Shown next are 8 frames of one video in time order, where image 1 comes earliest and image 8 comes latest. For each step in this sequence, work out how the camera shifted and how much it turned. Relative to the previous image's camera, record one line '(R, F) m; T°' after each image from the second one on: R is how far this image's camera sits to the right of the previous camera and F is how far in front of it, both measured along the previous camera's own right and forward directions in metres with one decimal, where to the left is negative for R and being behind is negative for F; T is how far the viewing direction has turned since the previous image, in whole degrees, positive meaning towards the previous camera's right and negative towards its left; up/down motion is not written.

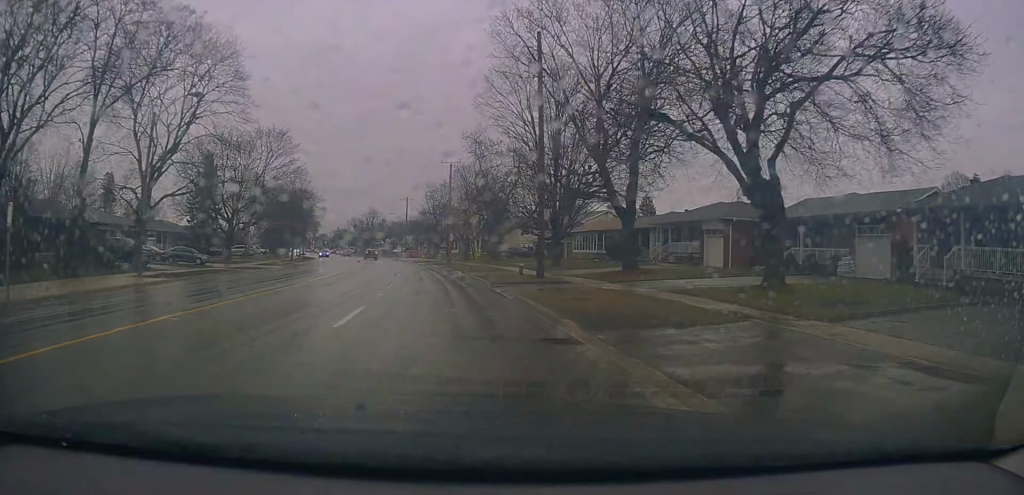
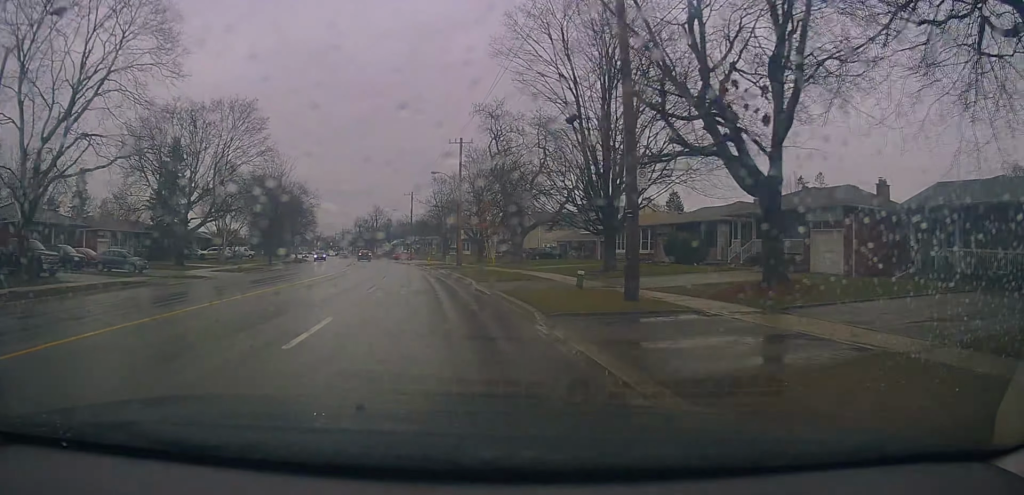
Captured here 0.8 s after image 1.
(-0.1, +12.8) m; -1°
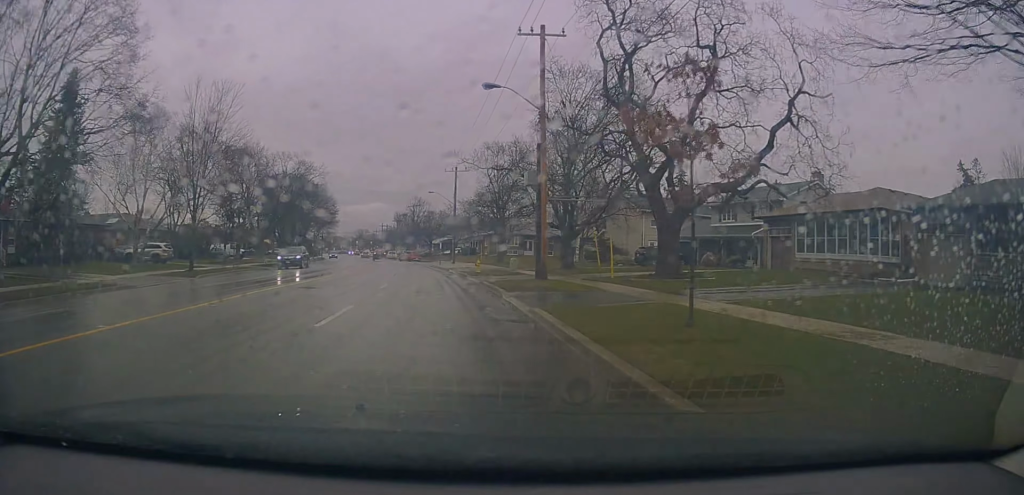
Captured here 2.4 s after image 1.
(-0.4, +25.4) m; -2°
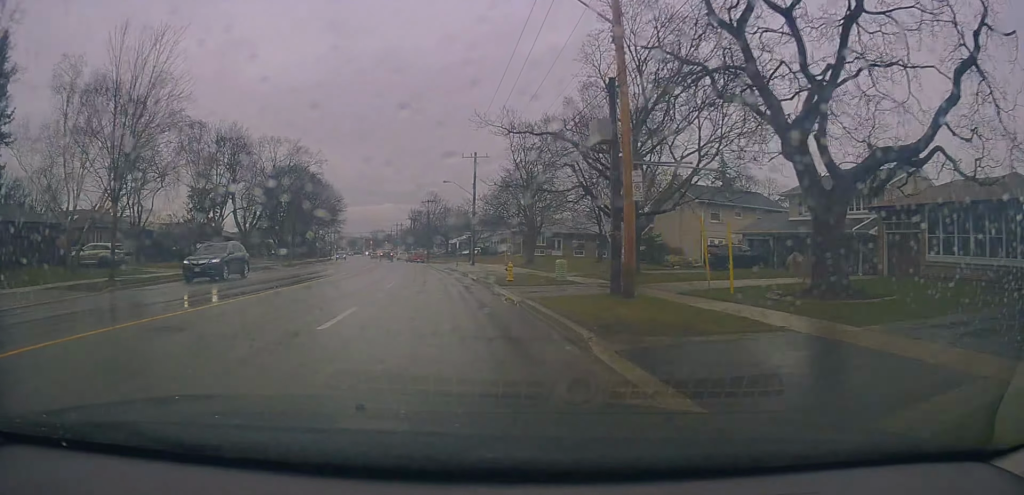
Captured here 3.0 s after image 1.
(-0.1, +8.7) m; -2°
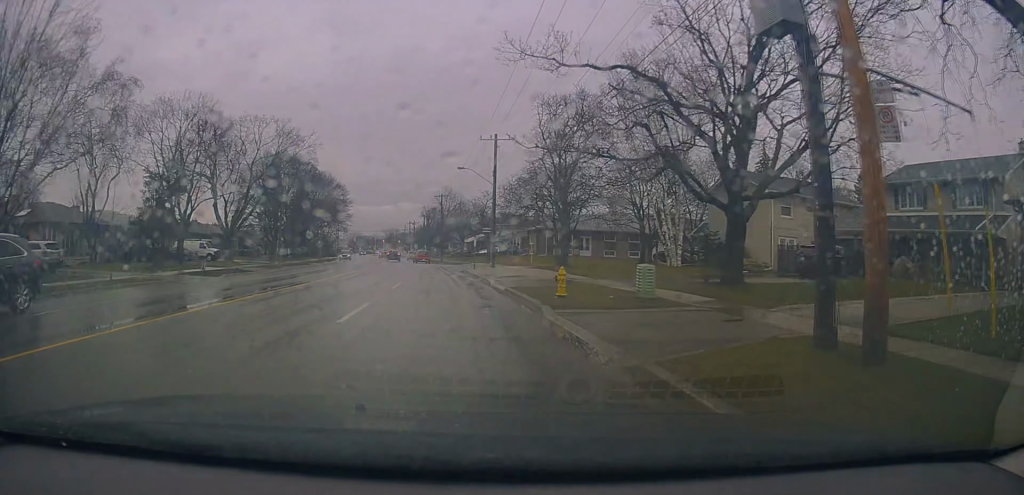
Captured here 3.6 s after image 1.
(+0.1, +8.0) m; -3°
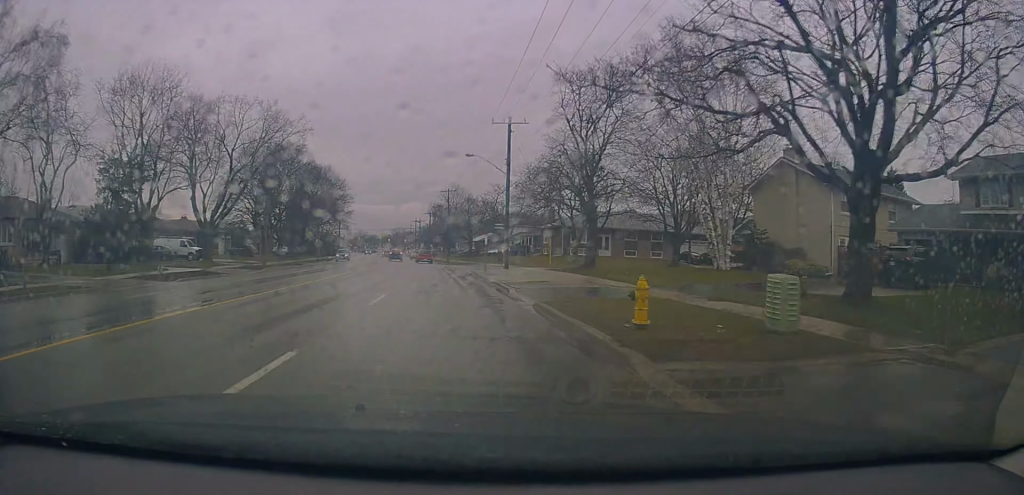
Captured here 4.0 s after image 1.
(-0.4, +5.8) m; -2°
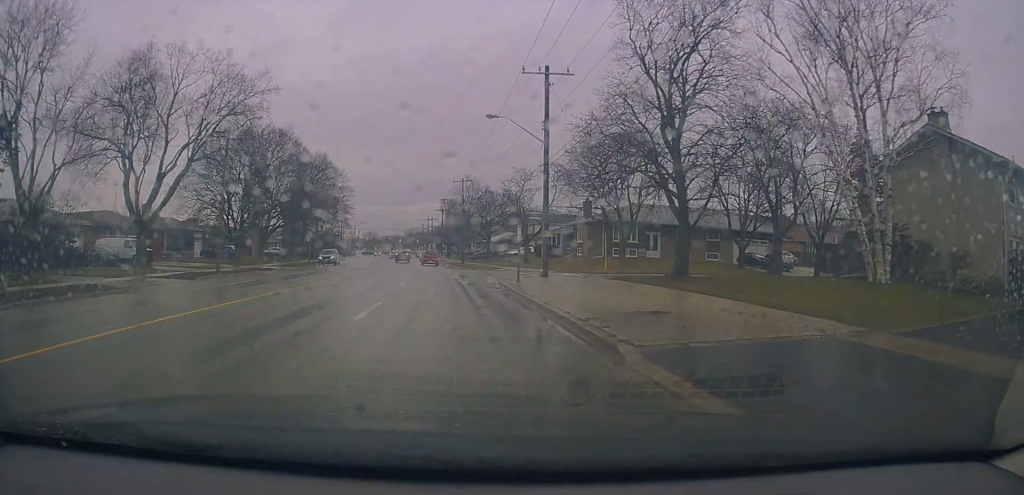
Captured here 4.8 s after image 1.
(-0.4, +11.5) m; -2°
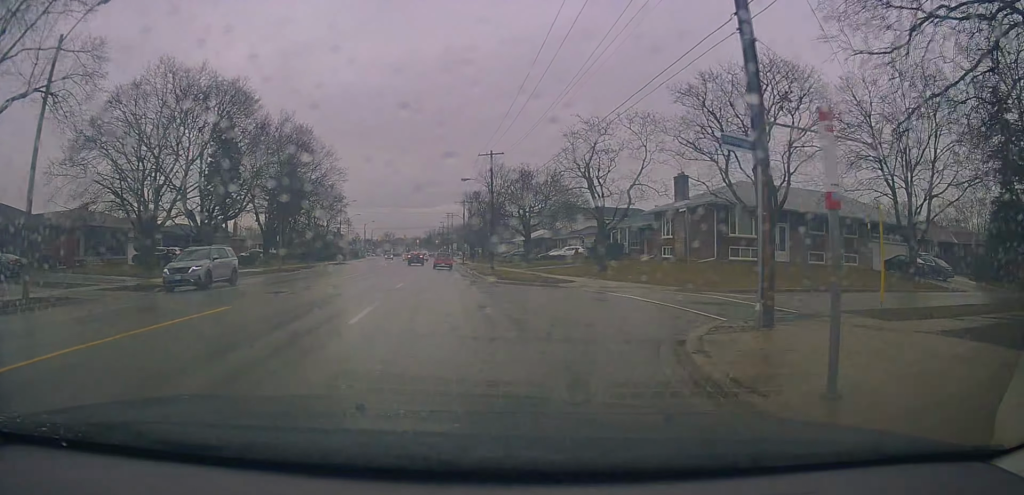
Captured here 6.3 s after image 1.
(-0.2, +19.5) m; -1°
